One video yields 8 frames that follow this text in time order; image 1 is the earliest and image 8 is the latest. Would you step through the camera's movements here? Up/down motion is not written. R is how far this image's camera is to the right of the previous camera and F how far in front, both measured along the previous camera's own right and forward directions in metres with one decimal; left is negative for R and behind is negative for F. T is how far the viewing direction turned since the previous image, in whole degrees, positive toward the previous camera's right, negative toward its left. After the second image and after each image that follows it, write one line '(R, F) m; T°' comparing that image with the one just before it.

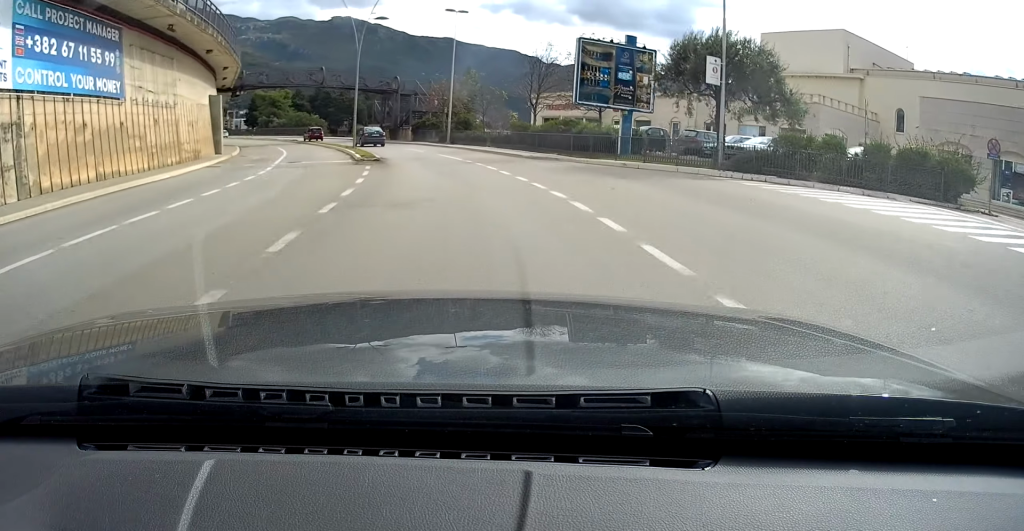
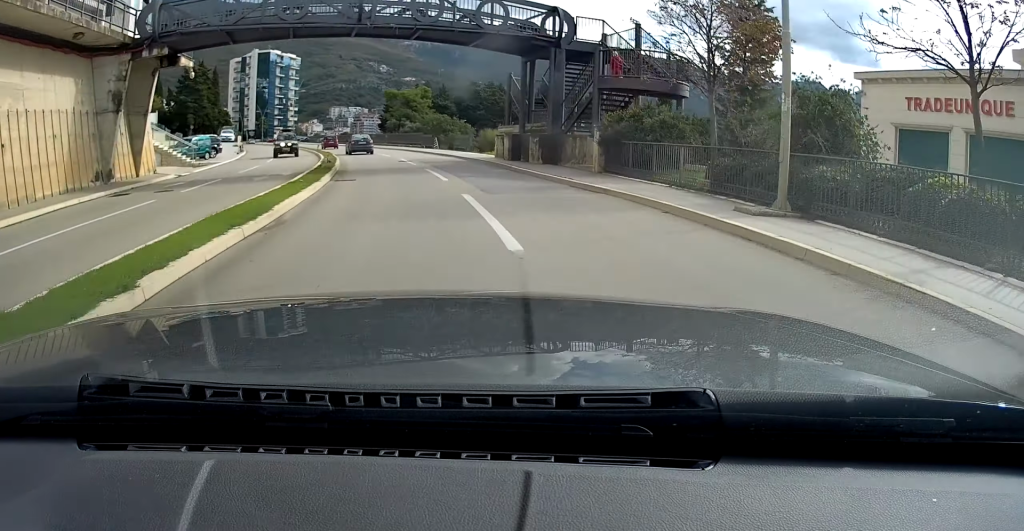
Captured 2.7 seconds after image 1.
(-3.5, +39.0) m; -13°
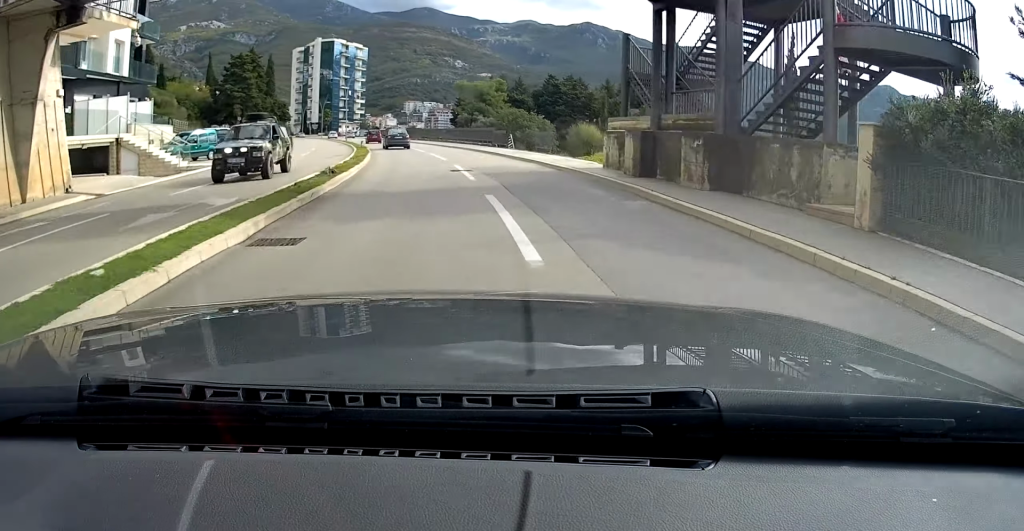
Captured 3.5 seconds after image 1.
(-0.4, +12.2) m; -4°
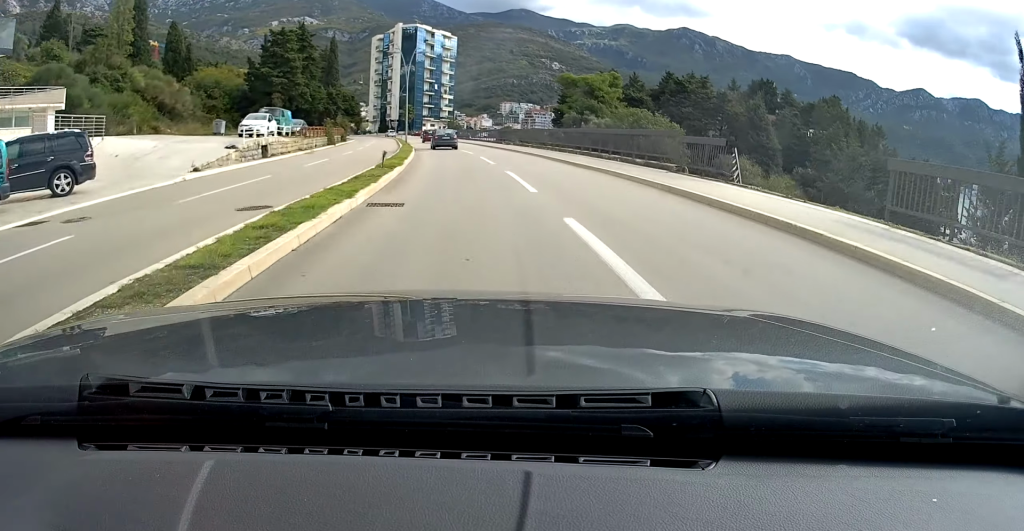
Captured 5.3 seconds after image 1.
(-2.0, +25.5) m; -9°
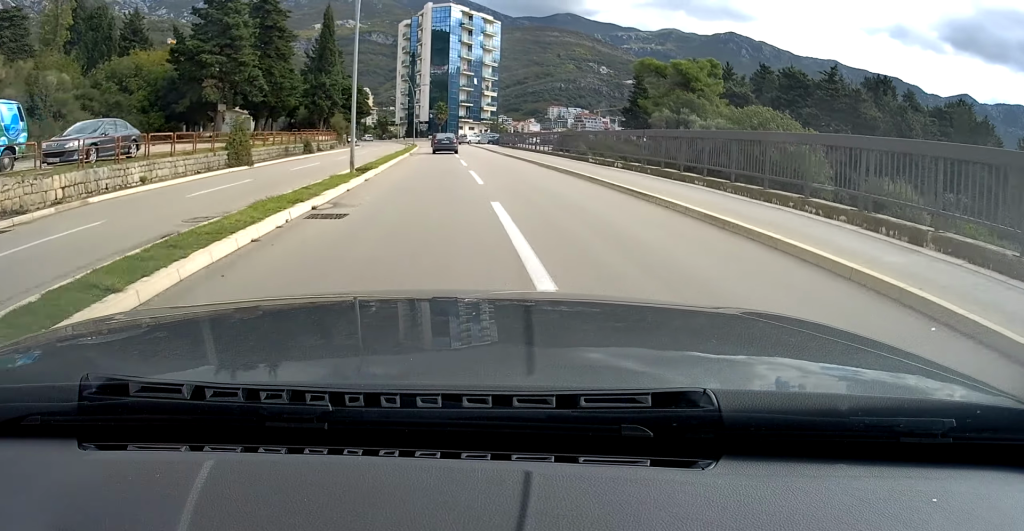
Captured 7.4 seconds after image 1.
(-2.6, +31.4) m; -8°
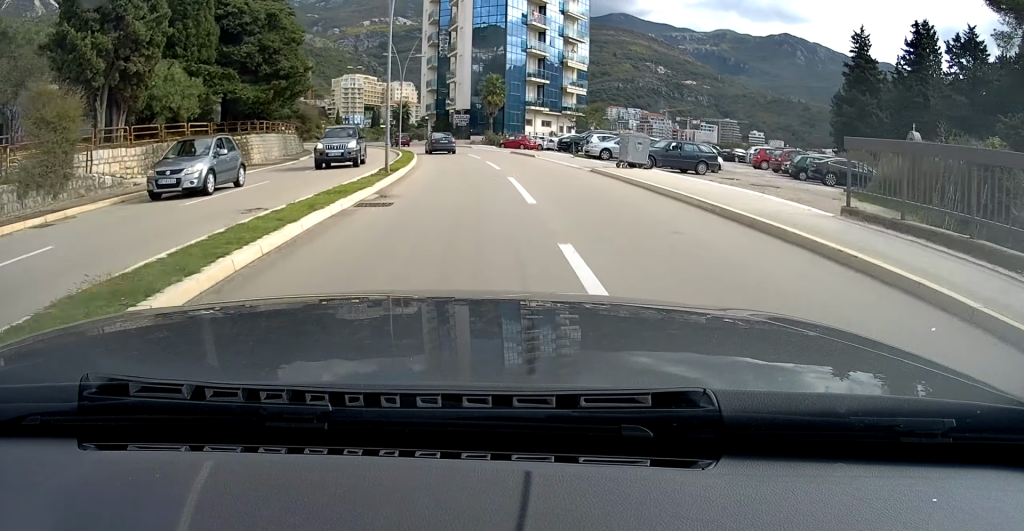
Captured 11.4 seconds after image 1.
(-3.3, +58.7) m; -5°
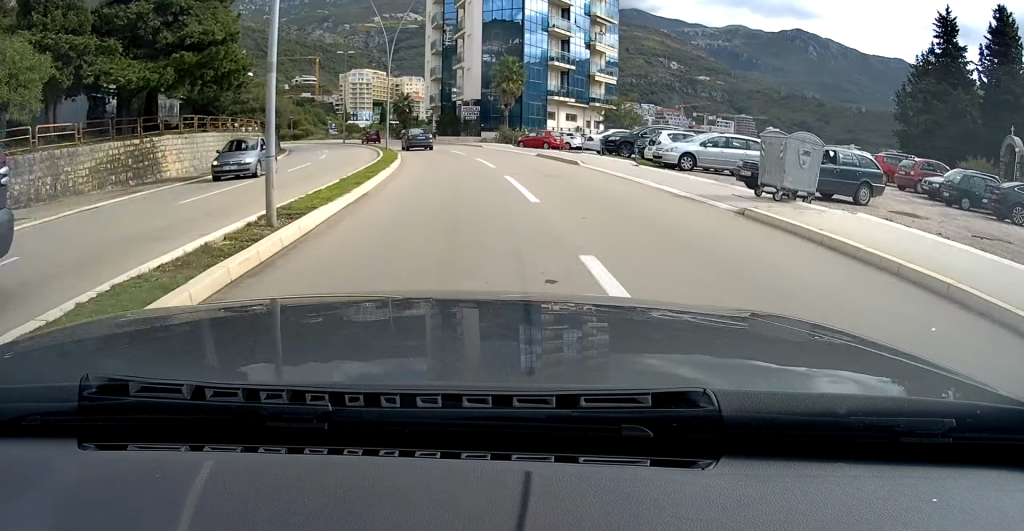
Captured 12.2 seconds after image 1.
(-0.2, +12.3) m; -2°
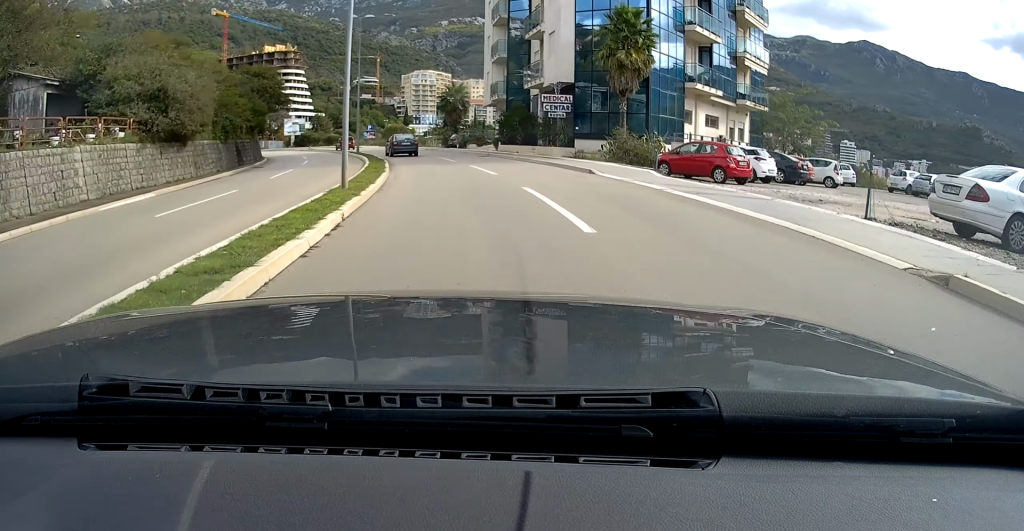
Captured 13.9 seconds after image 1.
(-0.8, +24.9) m; -5°
